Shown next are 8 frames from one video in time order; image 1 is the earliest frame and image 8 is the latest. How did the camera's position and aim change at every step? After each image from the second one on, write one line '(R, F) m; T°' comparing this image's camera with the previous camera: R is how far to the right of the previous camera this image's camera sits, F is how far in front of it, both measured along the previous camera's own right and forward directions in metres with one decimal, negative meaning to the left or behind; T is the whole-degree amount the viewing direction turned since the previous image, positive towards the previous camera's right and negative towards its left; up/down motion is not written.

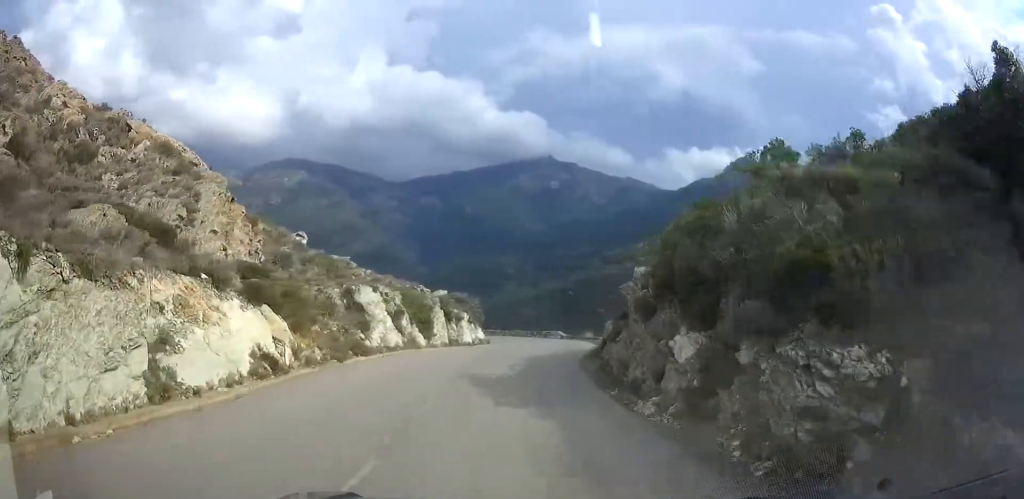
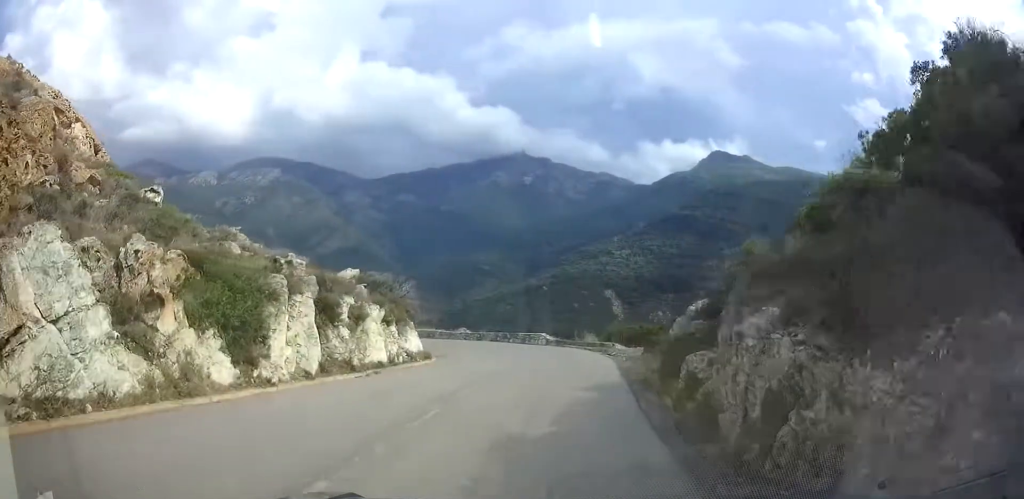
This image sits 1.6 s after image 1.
(+0.2, +18.3) m; +3°
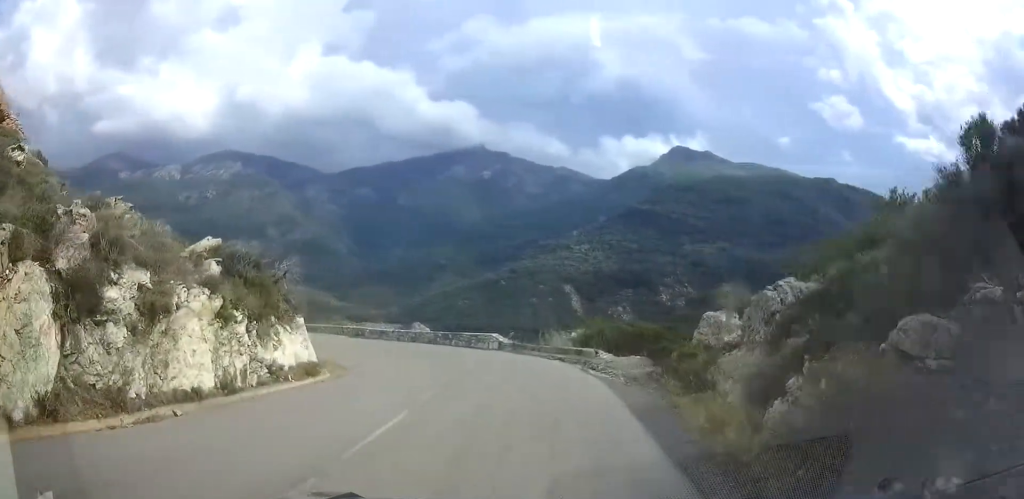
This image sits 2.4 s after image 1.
(+0.2, +9.1) m; -1°
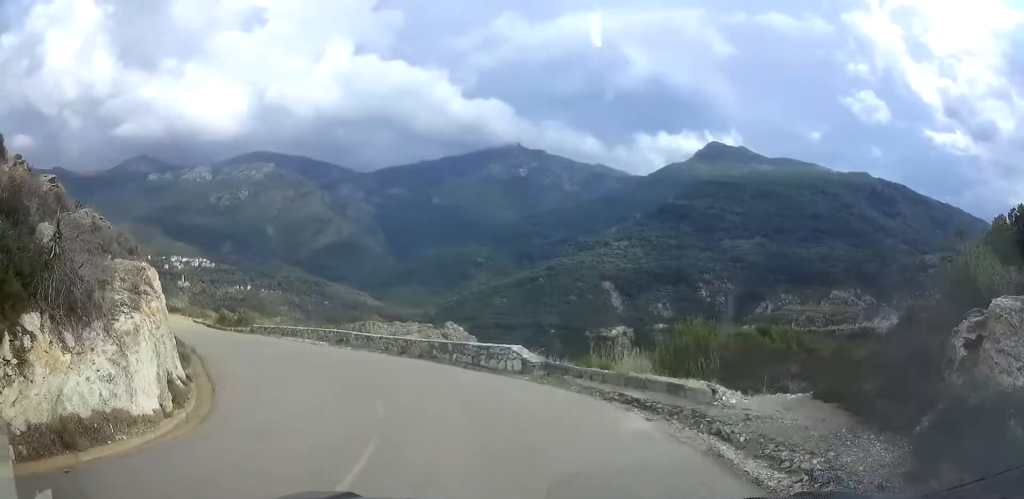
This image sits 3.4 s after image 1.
(-0.4, +10.3) m; -9°
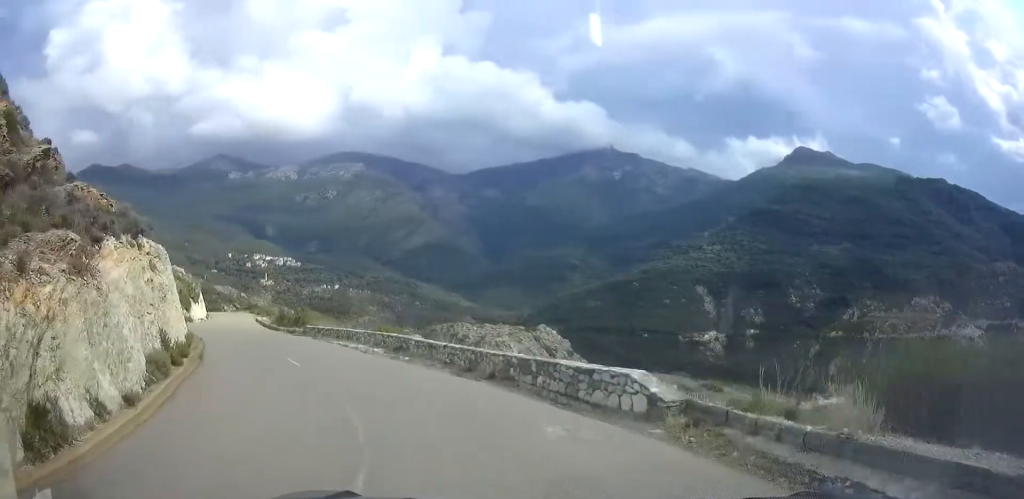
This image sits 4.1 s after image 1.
(-0.3, +6.3) m; -8°
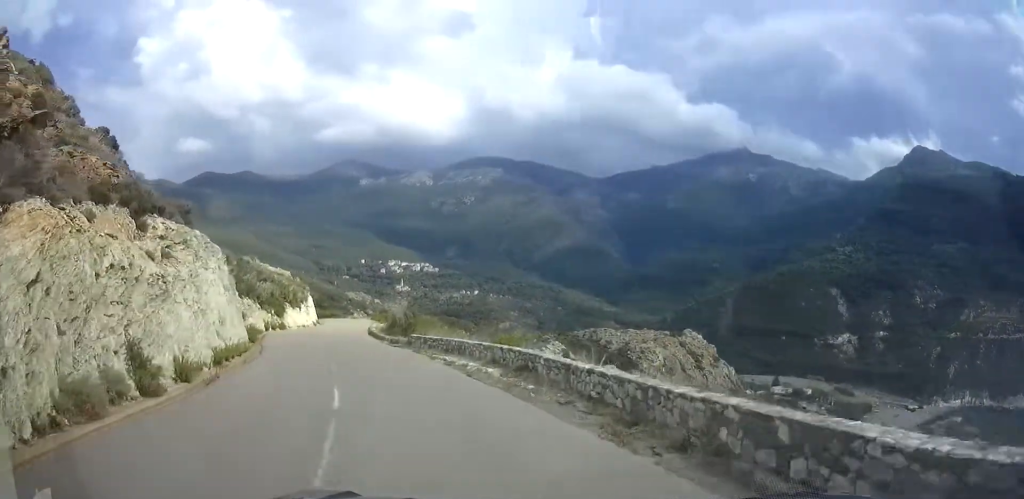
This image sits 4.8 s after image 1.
(-0.7, +7.7) m; -10°
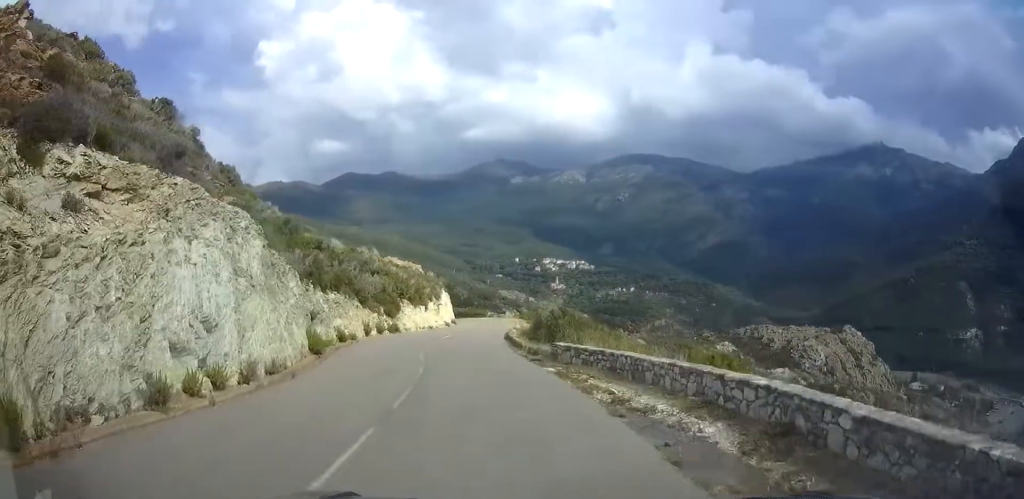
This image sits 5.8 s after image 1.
(-1.0, +10.0) m; -8°
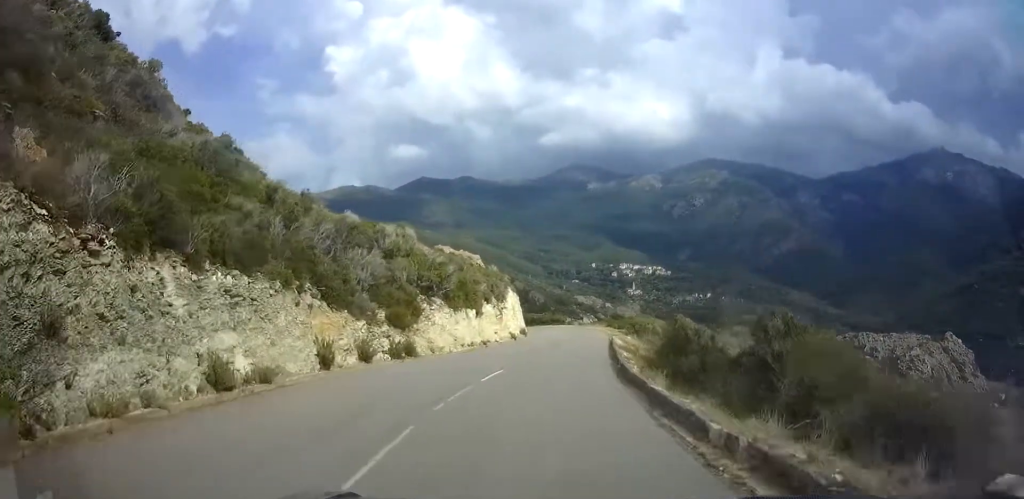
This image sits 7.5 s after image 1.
(-1.0, +18.0) m; -4°
